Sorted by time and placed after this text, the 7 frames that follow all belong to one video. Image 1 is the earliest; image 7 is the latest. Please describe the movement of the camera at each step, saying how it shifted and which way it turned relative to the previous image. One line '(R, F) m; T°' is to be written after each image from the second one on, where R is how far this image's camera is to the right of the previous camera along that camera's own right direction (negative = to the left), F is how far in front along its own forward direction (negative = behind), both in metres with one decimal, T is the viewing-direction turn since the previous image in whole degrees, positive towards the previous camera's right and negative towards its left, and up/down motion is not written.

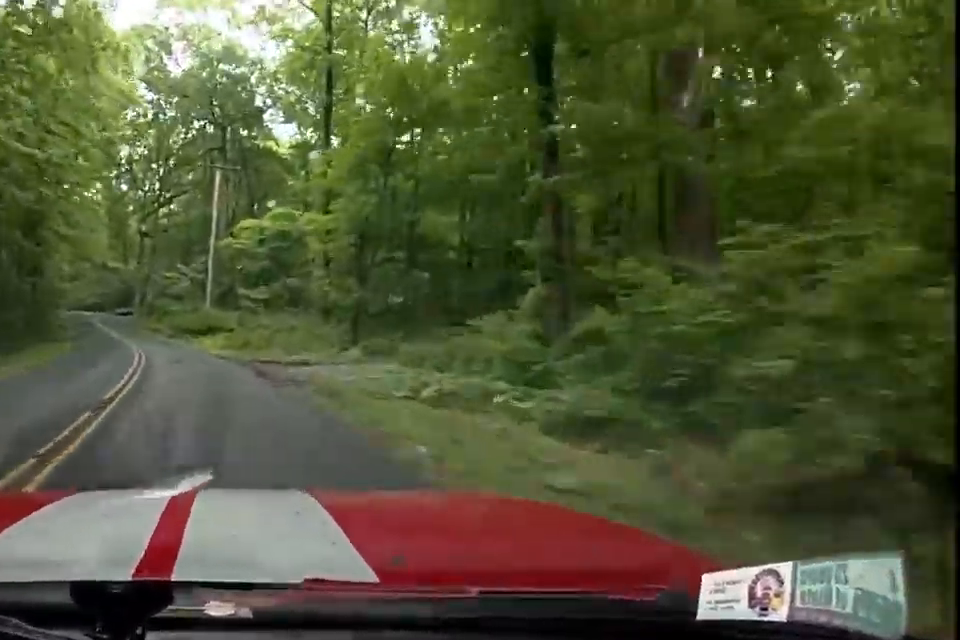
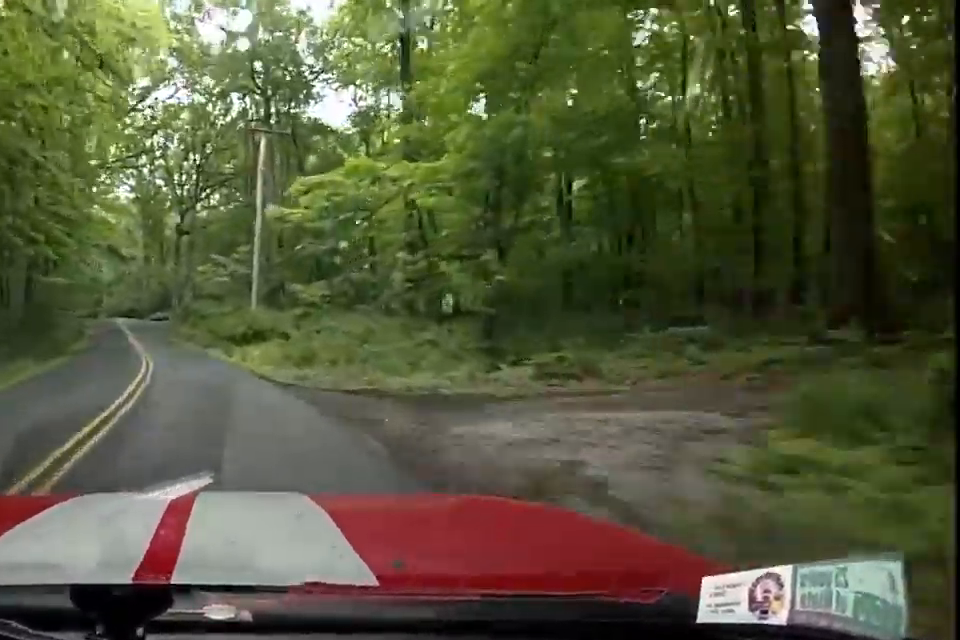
(-0.1, +8.8) m; -4°
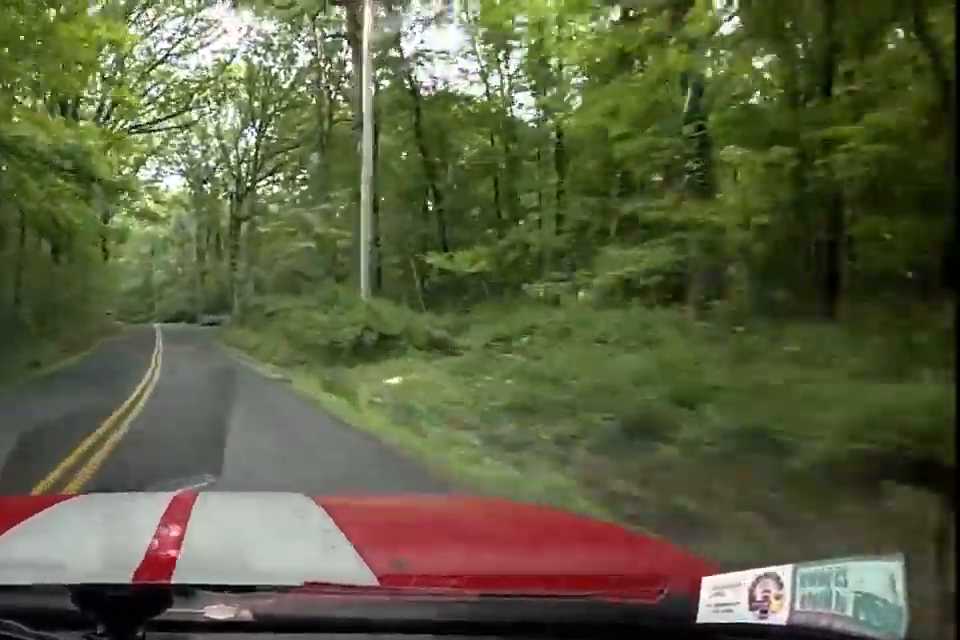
(-1.0, +15.0) m; -5°
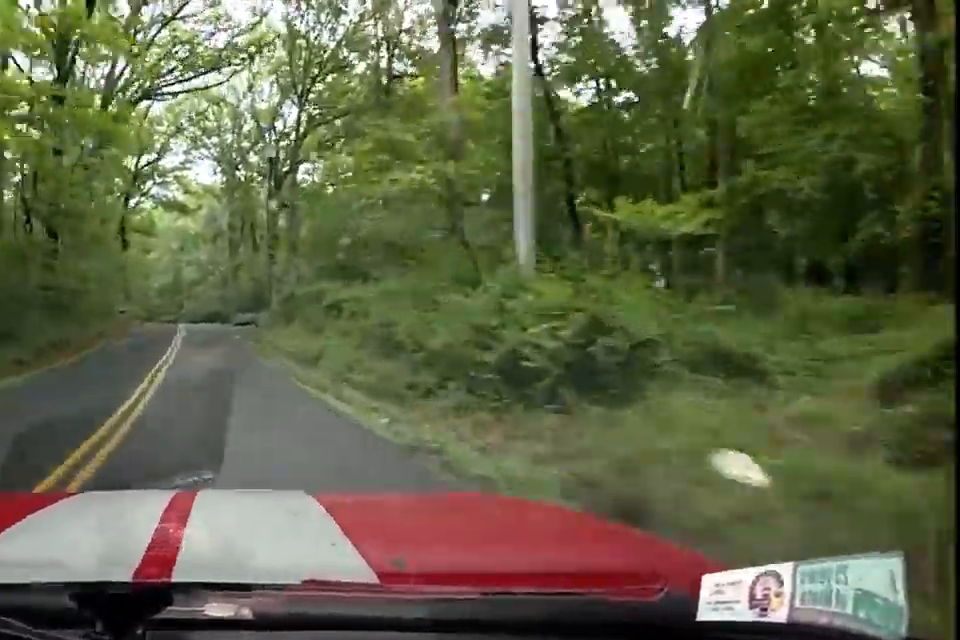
(-0.2, +8.5) m; 0°
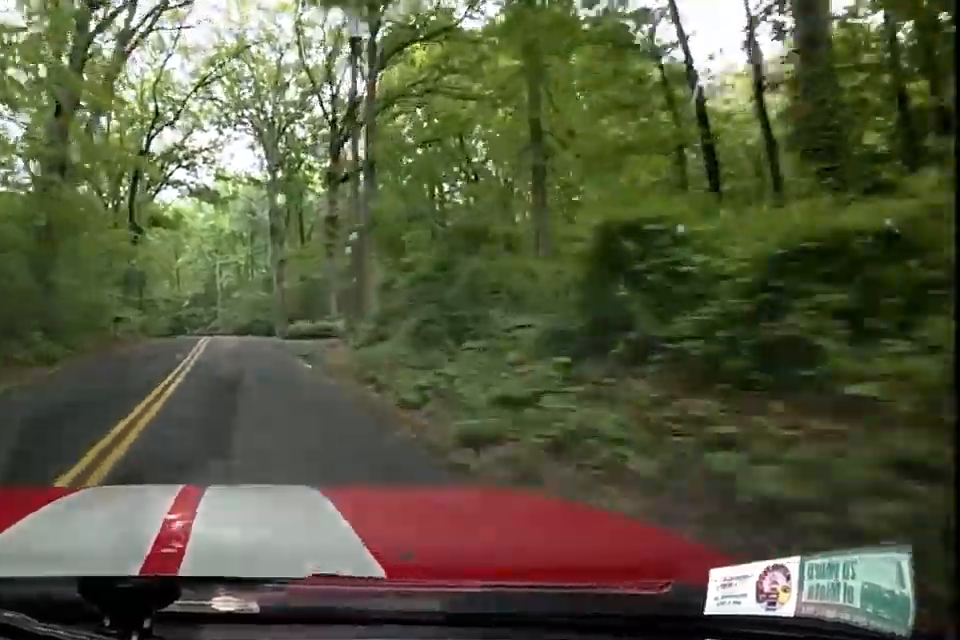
(-0.1, +14.8) m; 0°
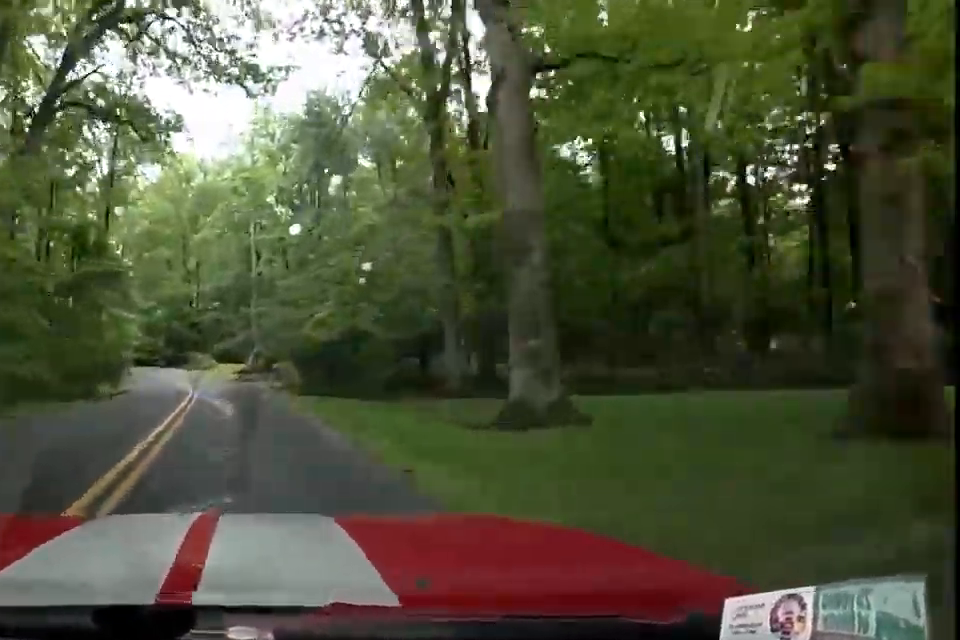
(-1.6, +38.9) m; -9°
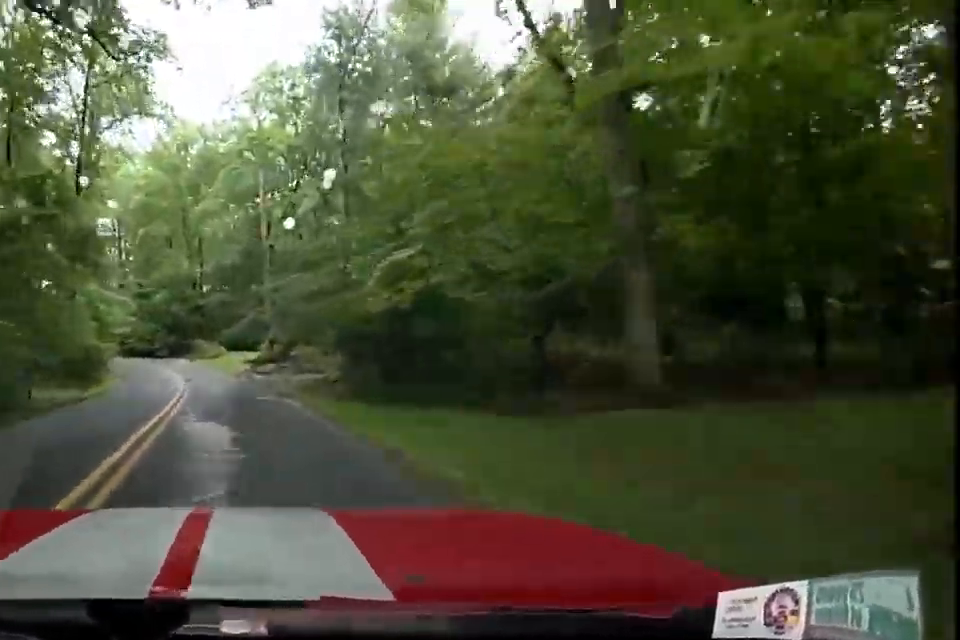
(-0.3, +8.6) m; -3°
